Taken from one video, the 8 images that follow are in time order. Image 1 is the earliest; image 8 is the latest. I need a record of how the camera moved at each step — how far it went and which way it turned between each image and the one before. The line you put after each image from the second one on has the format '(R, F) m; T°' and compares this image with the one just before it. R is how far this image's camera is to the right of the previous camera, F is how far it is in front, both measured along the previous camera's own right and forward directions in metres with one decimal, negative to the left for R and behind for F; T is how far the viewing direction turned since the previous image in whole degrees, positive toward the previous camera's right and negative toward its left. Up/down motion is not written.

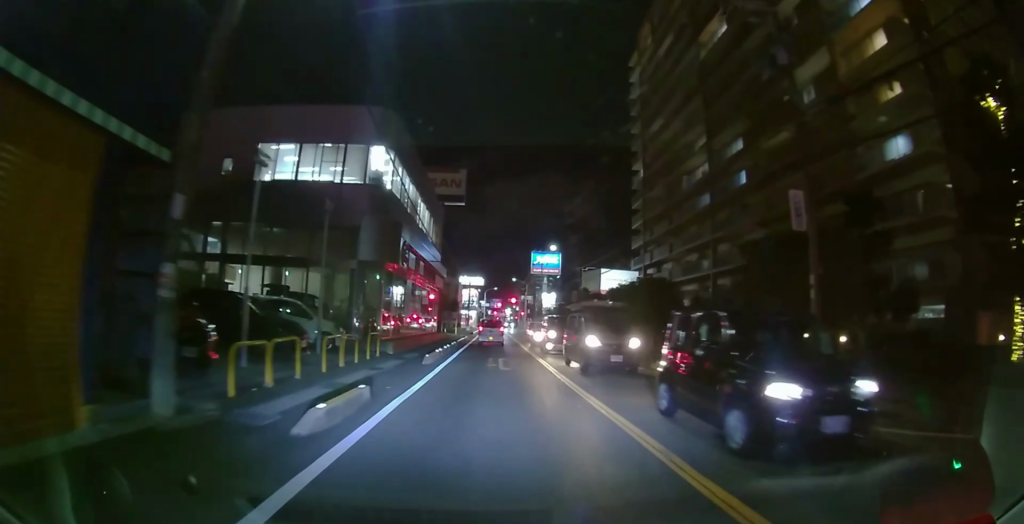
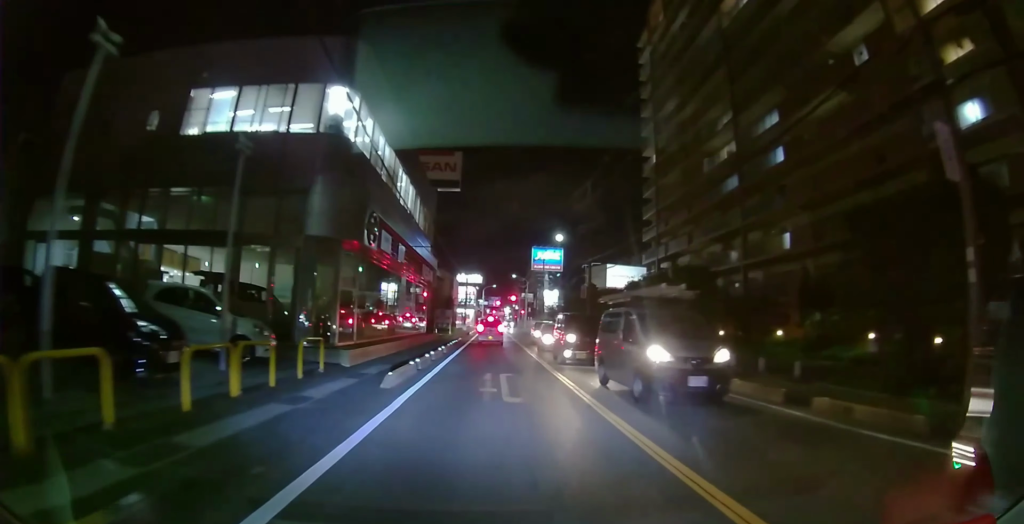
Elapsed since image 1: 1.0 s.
(0.0, +5.8) m; 0°
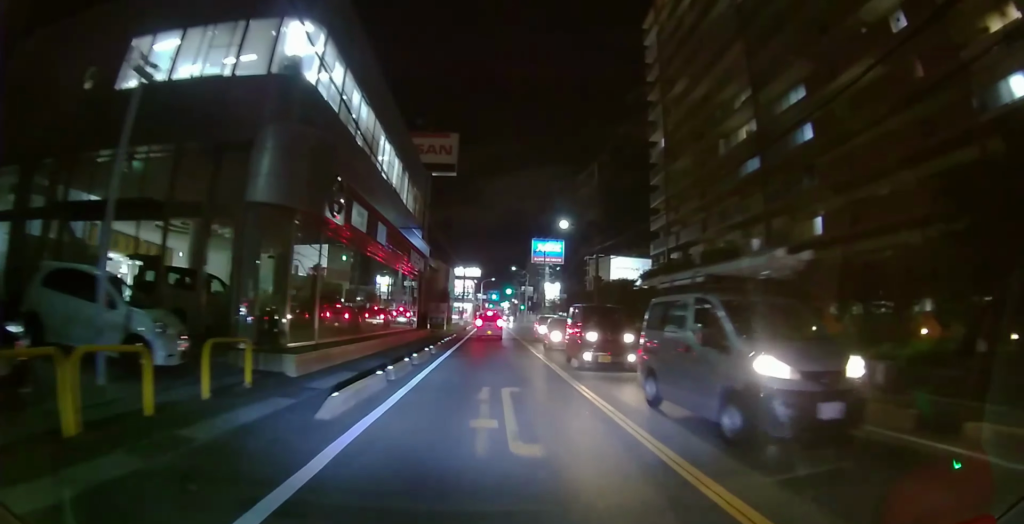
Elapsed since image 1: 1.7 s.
(0.0, +3.8) m; 0°
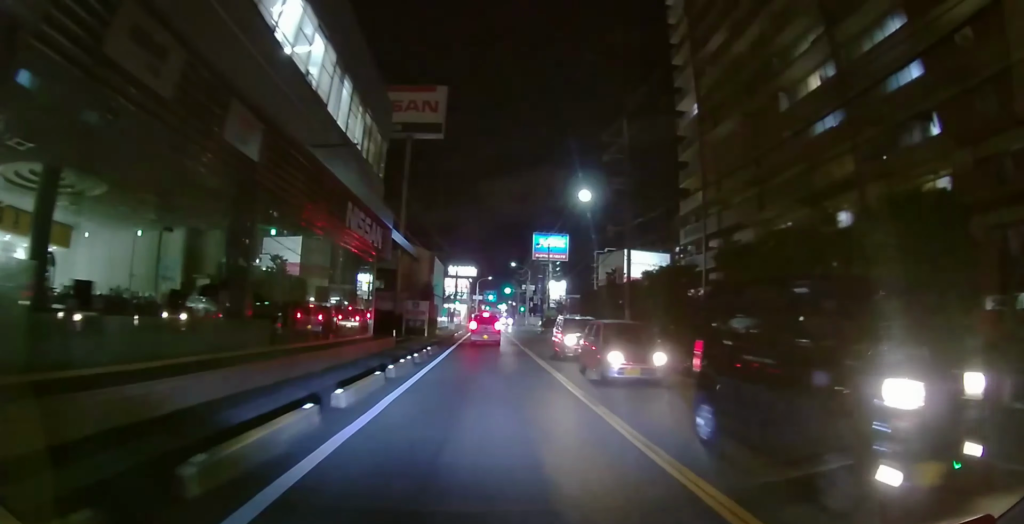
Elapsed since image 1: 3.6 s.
(0.0, +10.9) m; +1°
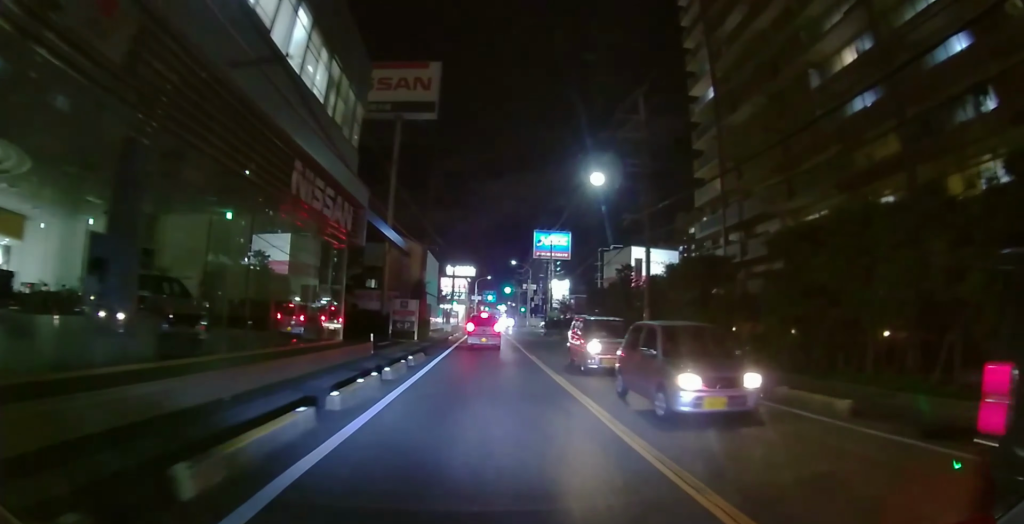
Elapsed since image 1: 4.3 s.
(+0.1, +4.2) m; -1°
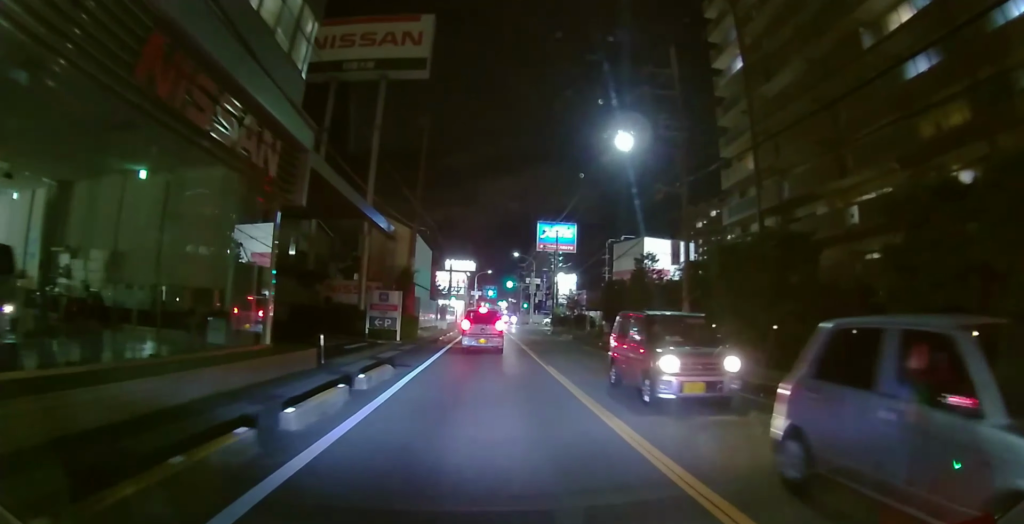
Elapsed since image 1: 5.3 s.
(-0.2, +6.0) m; -2°
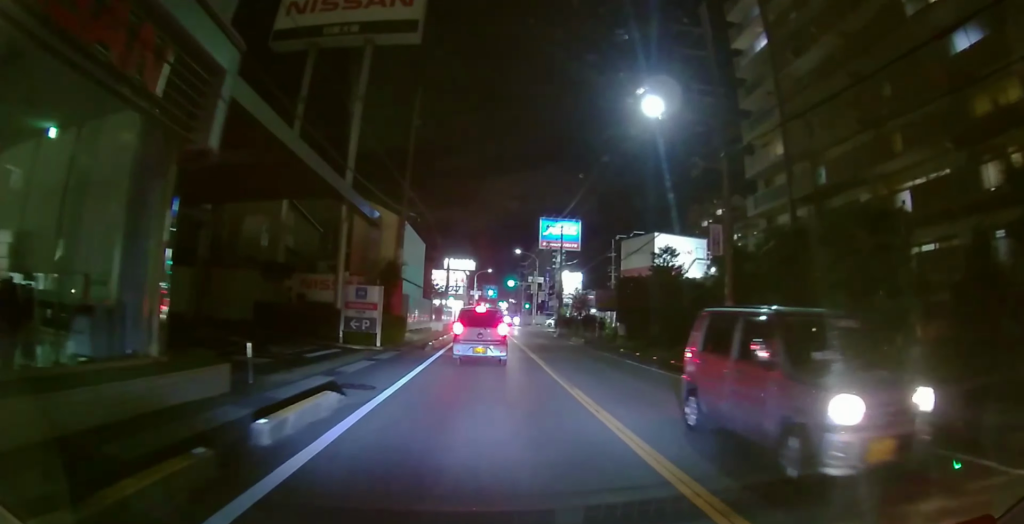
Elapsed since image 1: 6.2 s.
(0.0, +4.5) m; +2°
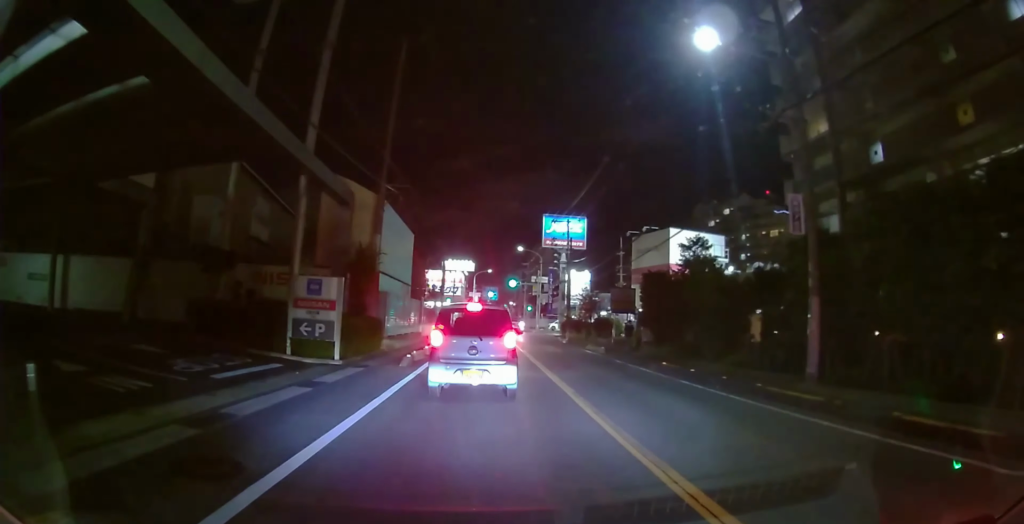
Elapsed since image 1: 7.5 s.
(+0.2, +6.7) m; +3°
